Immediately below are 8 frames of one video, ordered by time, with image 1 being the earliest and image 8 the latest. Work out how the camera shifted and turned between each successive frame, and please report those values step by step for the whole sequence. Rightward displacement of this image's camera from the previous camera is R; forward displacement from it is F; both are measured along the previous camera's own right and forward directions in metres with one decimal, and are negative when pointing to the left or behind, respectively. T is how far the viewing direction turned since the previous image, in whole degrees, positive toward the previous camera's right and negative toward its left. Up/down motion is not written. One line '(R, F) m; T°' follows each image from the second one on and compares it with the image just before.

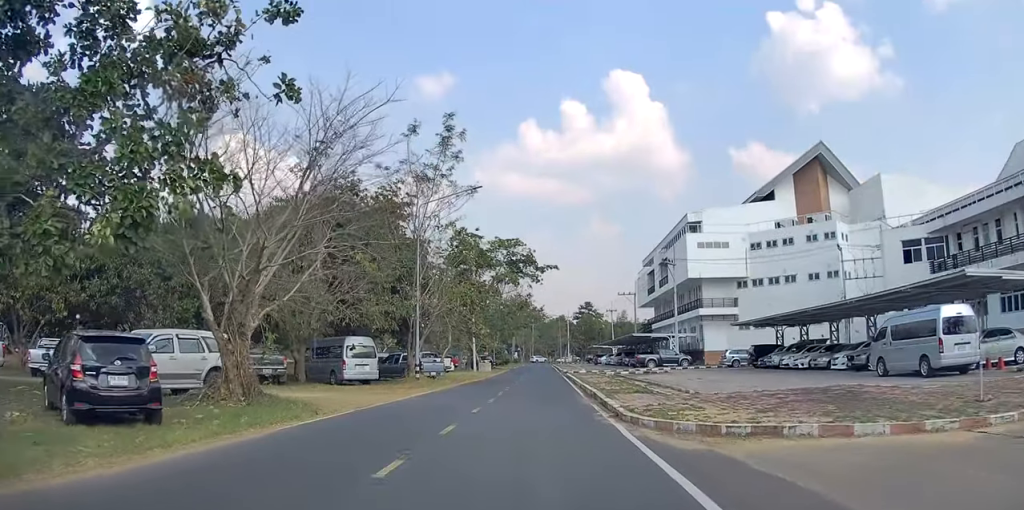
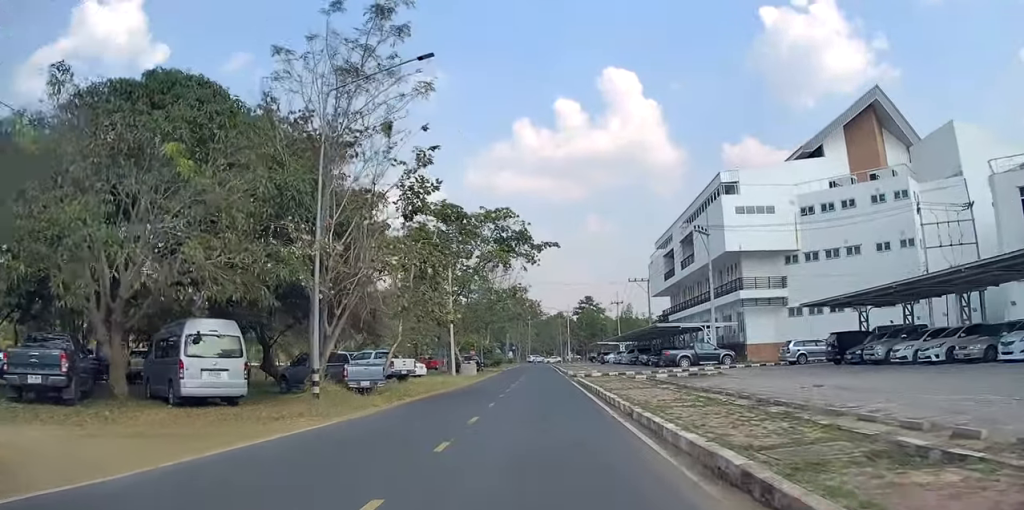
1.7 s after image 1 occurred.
(+0.1, +5.2) m; +3°
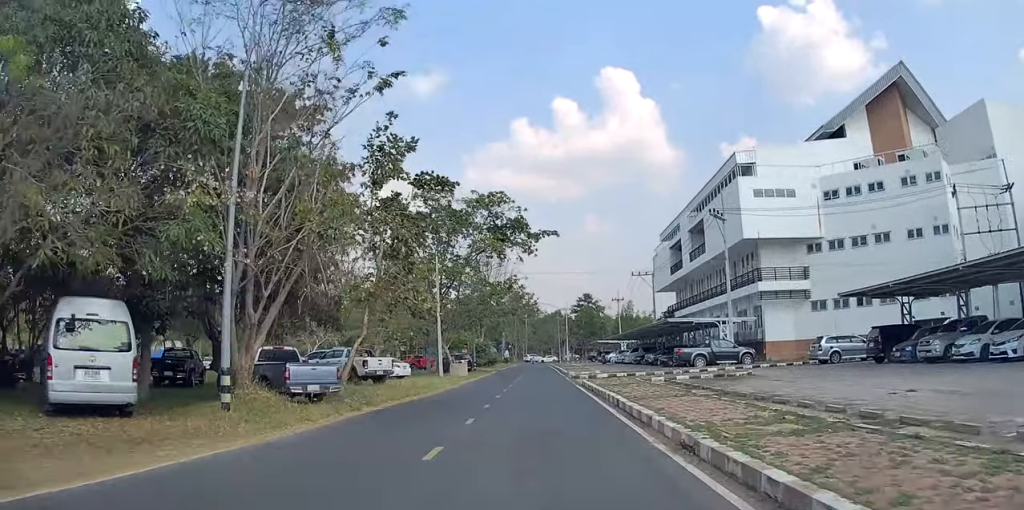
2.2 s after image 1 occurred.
(0.0, +2.0) m; -1°
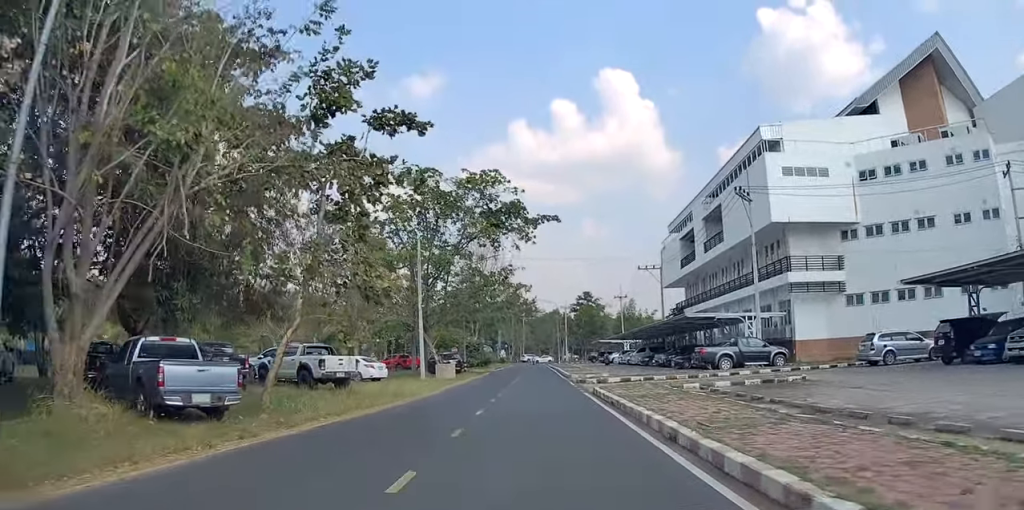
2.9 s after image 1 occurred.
(0.0, +2.4) m; 0°
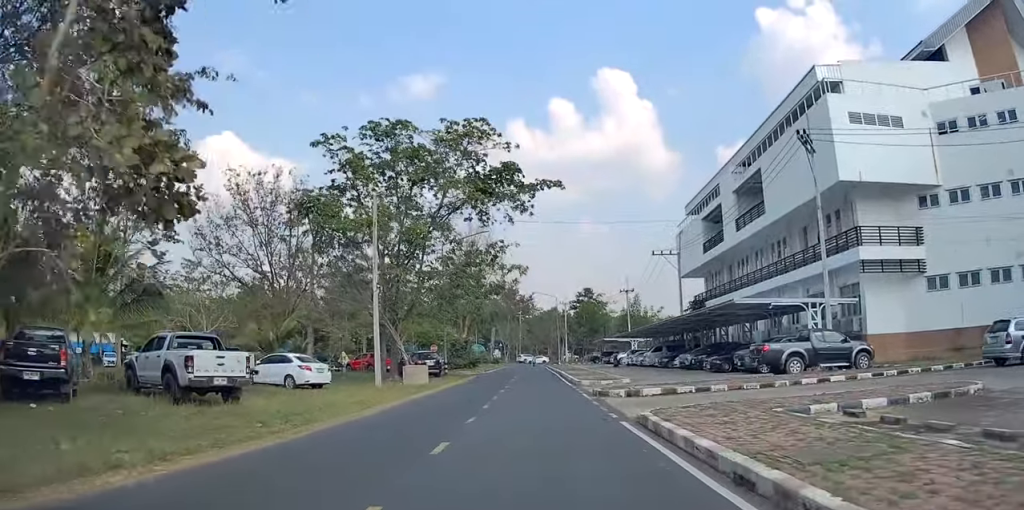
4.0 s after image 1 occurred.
(0.0, +4.5) m; 0°
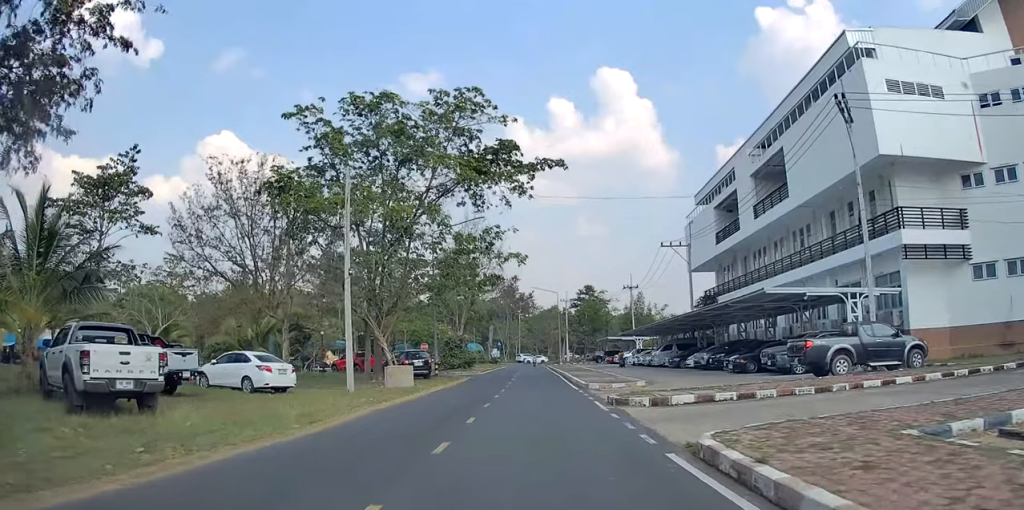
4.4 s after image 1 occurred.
(0.0, +2.0) m; -1°
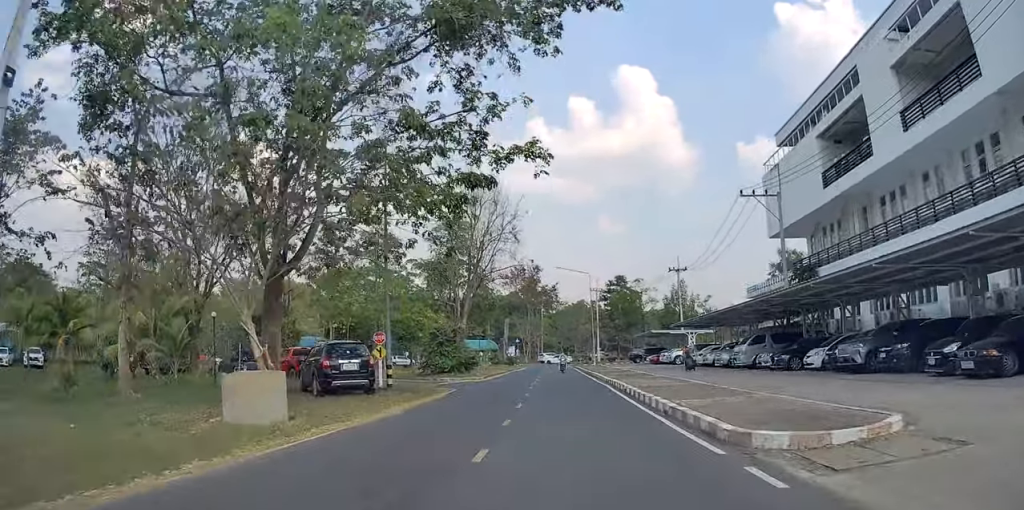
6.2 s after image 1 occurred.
(-0.2, +10.1) m; 0°
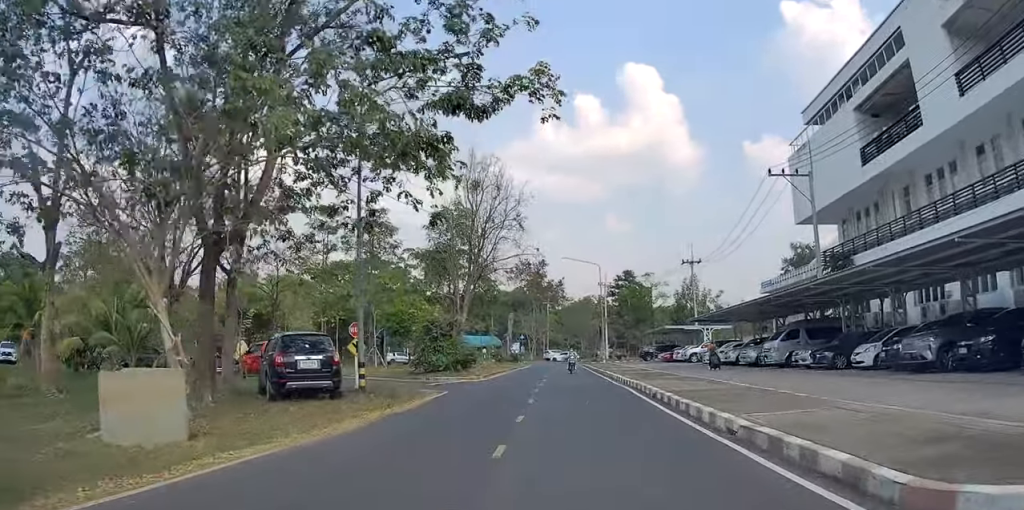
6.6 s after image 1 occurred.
(0.0, +2.8) m; +1°
